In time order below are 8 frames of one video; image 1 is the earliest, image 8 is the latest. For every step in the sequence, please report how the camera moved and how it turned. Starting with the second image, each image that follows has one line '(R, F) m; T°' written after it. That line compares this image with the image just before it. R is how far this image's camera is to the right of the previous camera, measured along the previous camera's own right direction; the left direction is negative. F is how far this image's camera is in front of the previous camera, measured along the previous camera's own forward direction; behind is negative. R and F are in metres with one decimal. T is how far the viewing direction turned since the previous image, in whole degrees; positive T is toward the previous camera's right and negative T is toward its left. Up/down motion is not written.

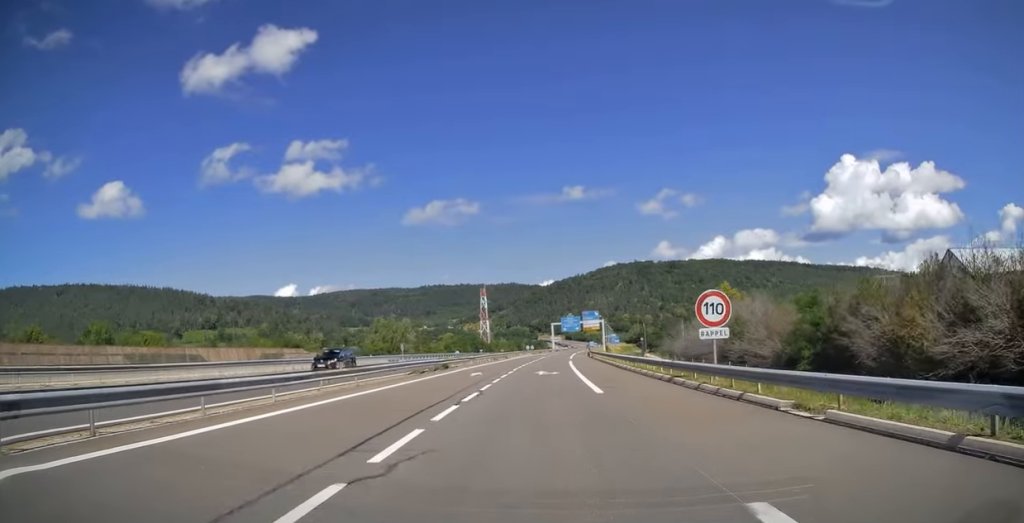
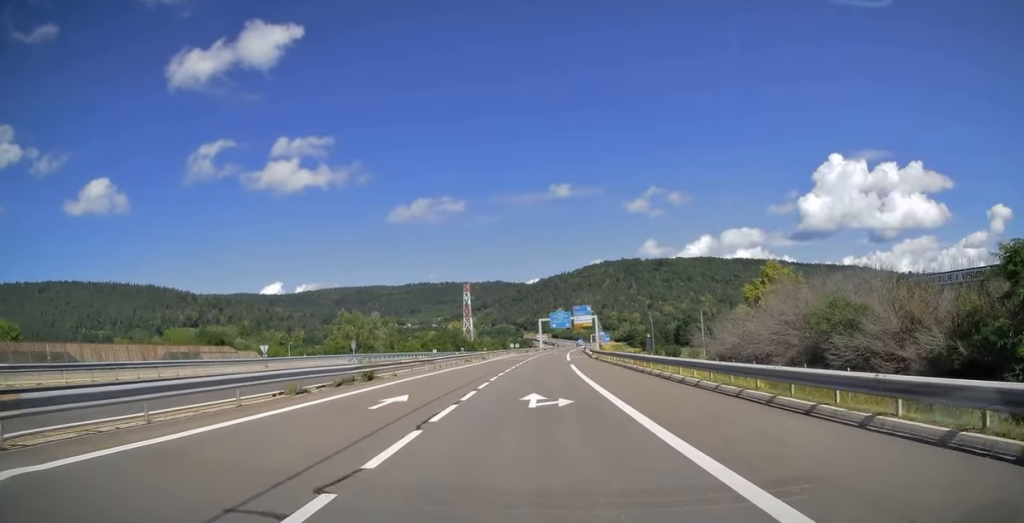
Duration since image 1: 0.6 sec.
(+0.1, +18.0) m; +1°
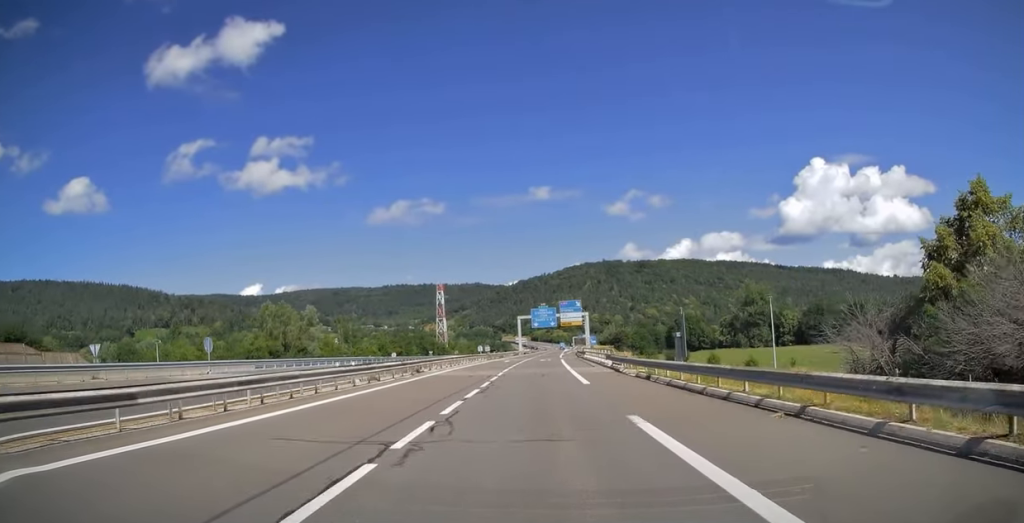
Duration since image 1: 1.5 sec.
(+0.2, +28.7) m; +2°
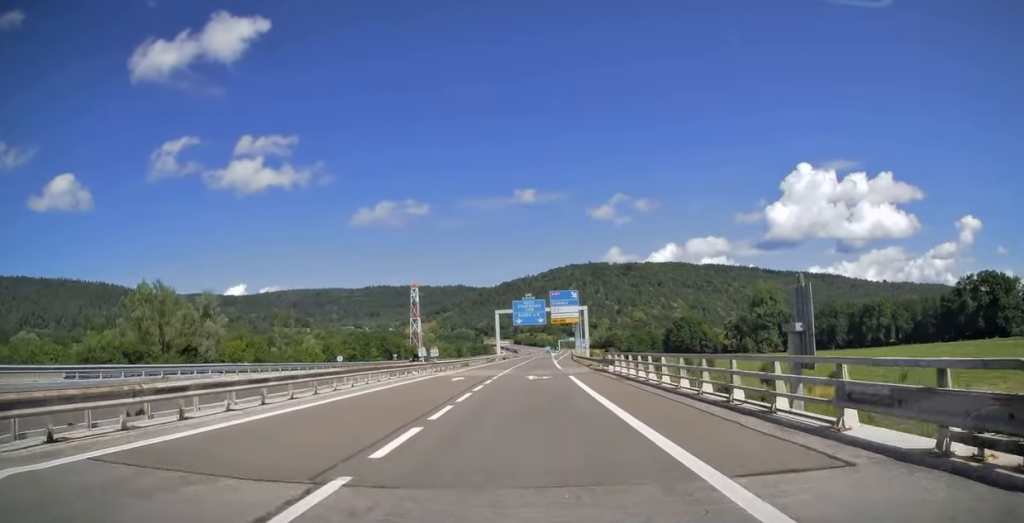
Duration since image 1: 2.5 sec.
(+0.9, +31.4) m; +2°
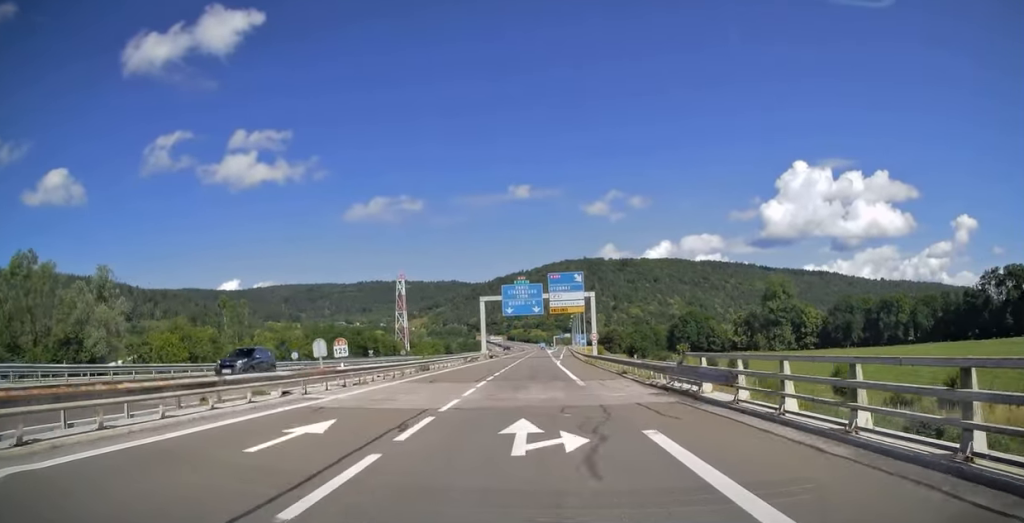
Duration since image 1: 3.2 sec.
(+0.2, +20.6) m; +1°
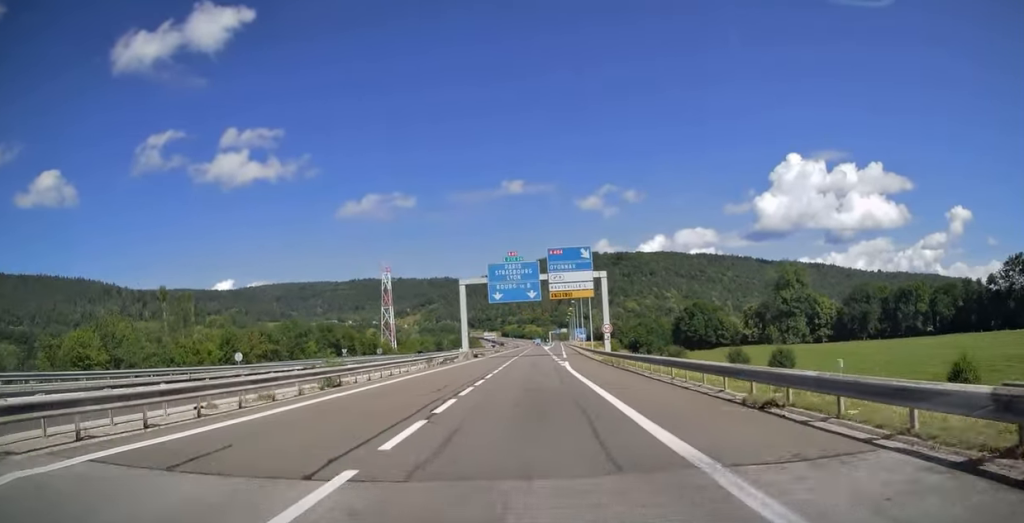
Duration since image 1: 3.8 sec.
(+0.1, +18.5) m; +1°
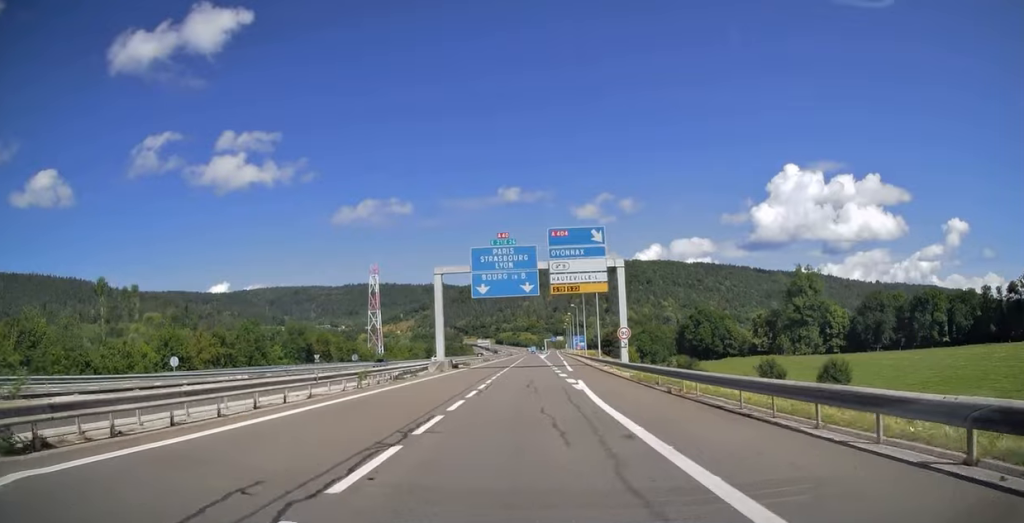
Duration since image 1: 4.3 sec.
(+0.1, +15.0) m; +1°
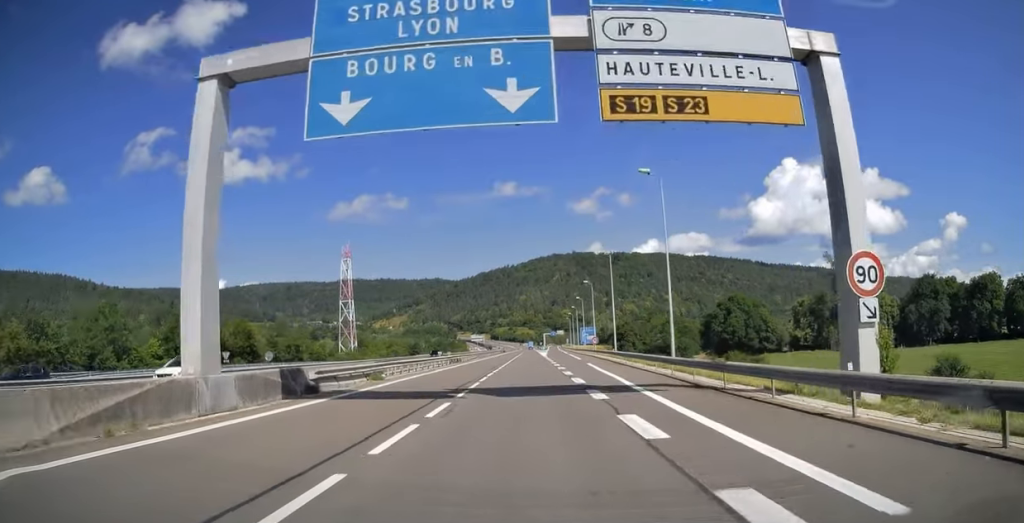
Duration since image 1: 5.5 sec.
(+0.2, +37.6) m; +1°
